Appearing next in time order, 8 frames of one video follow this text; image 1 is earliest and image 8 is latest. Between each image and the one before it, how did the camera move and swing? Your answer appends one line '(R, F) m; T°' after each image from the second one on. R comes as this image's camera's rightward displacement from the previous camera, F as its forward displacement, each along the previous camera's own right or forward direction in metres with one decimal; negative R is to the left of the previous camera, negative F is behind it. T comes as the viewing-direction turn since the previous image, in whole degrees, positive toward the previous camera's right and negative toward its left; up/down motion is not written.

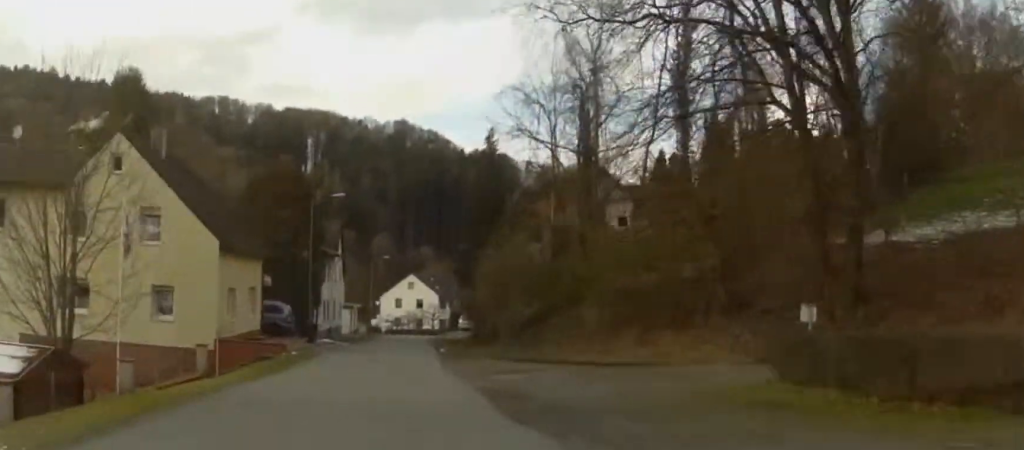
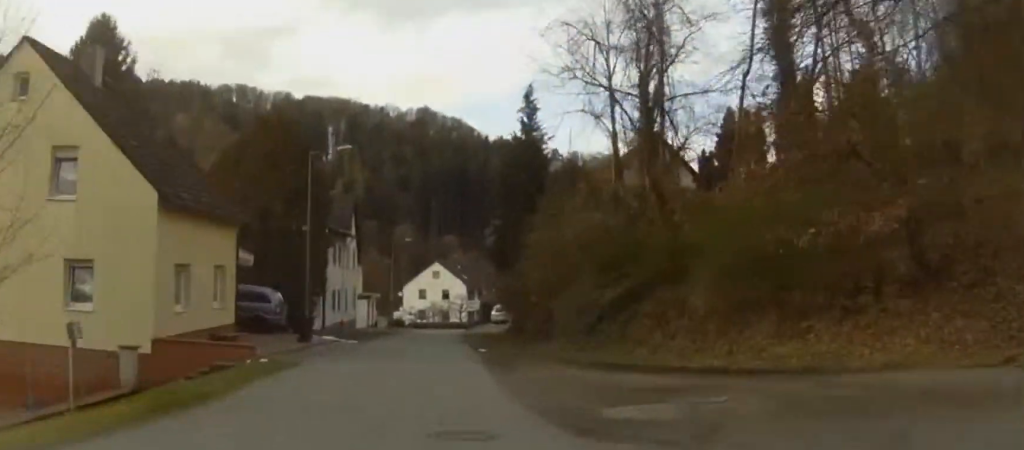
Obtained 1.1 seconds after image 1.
(+0.1, +10.6) m; +1°
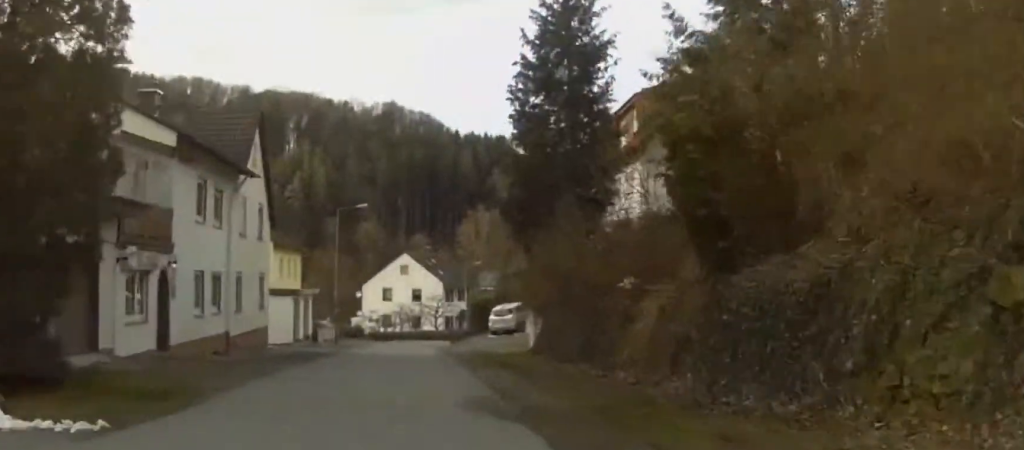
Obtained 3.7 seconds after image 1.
(0.0, +27.2) m; 0°
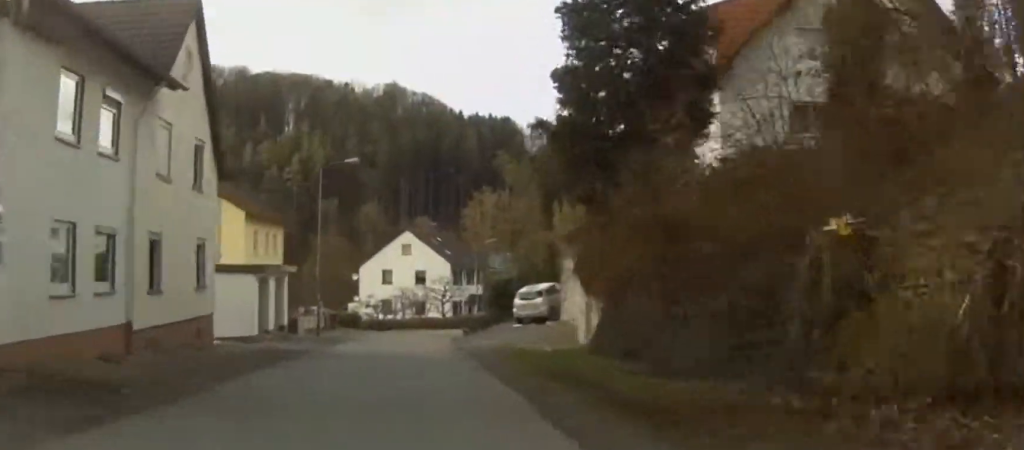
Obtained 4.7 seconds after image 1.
(0.0, +11.3) m; 0°
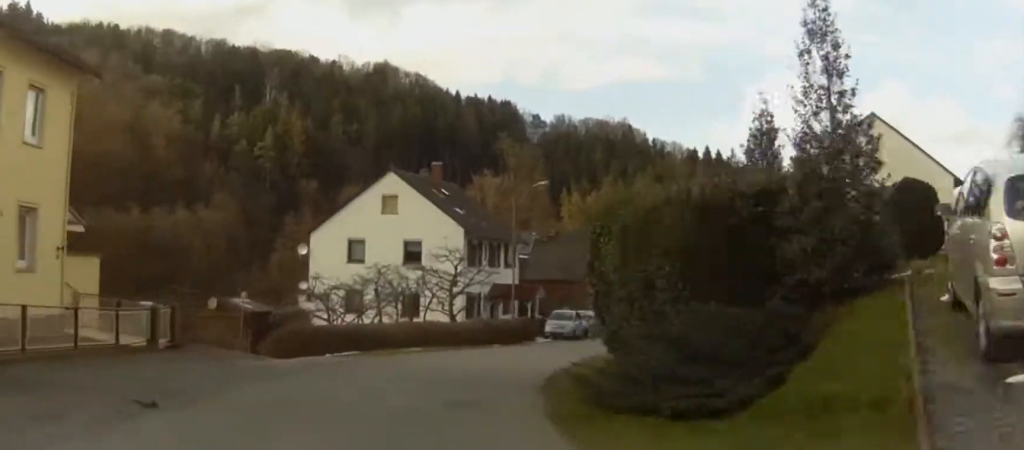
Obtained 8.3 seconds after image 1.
(+0.1, +37.0) m; +7°
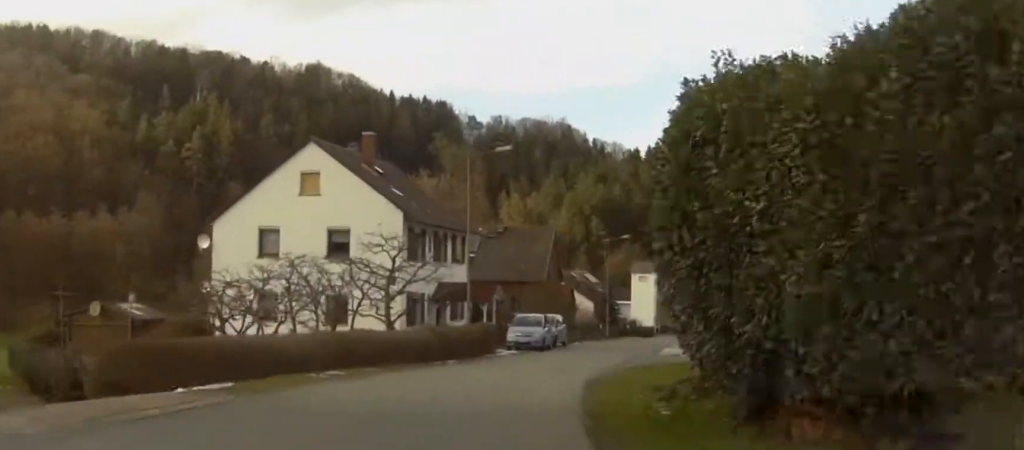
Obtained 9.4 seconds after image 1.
(+1.2, +10.8) m; +5°
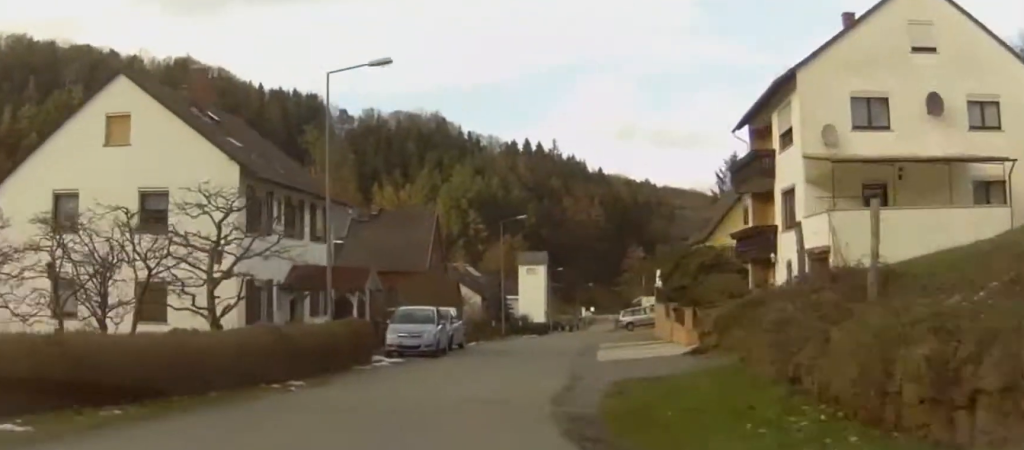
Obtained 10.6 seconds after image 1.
(+0.6, +12.2) m; +5°
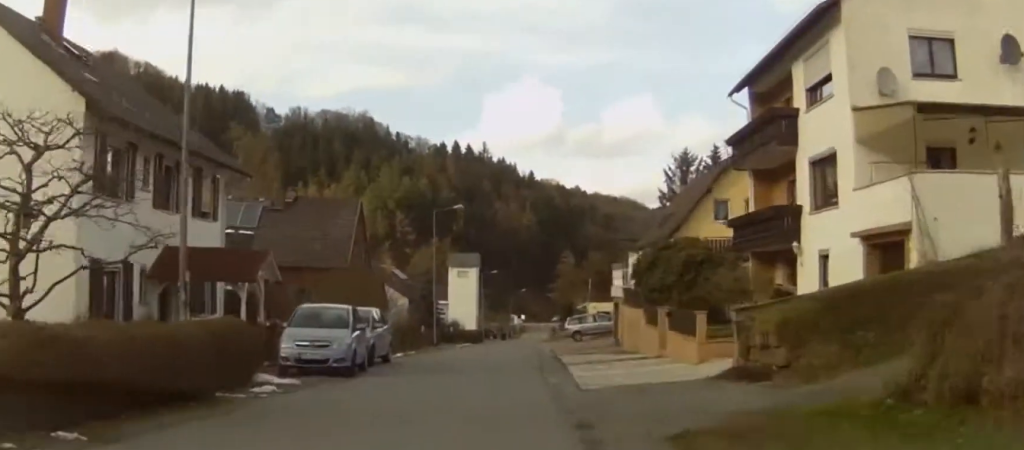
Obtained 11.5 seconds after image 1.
(+0.3, +8.8) m; +3°
